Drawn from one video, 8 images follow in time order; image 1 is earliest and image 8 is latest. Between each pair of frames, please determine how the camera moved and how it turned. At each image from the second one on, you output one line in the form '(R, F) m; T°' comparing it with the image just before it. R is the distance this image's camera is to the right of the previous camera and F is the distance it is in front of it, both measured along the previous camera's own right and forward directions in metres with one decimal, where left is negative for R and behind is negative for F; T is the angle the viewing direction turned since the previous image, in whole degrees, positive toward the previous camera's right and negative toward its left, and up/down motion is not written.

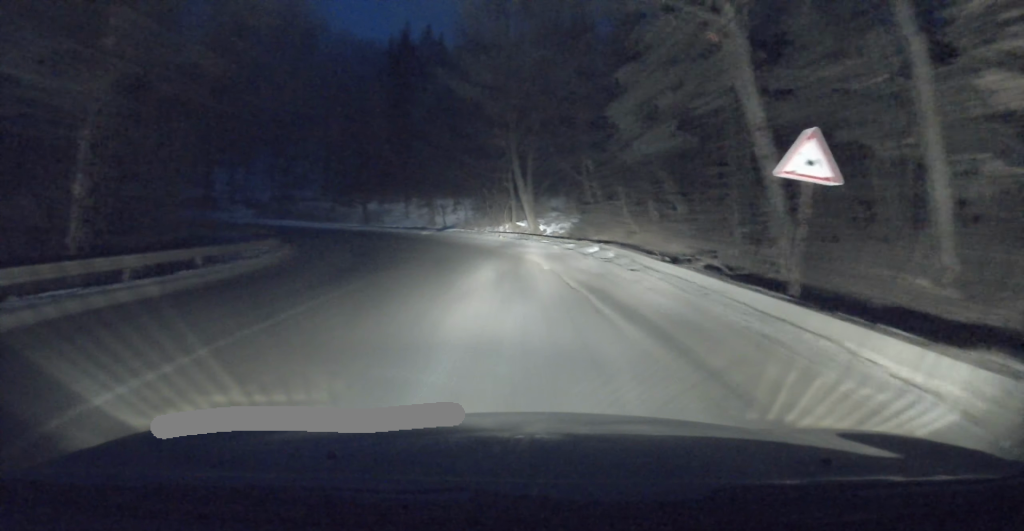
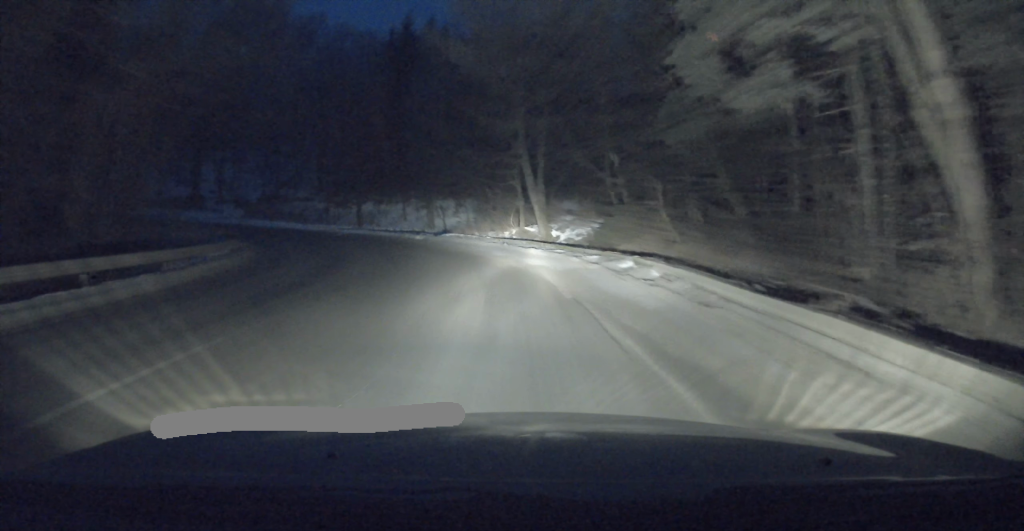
(-0.1, +5.2) m; -2°
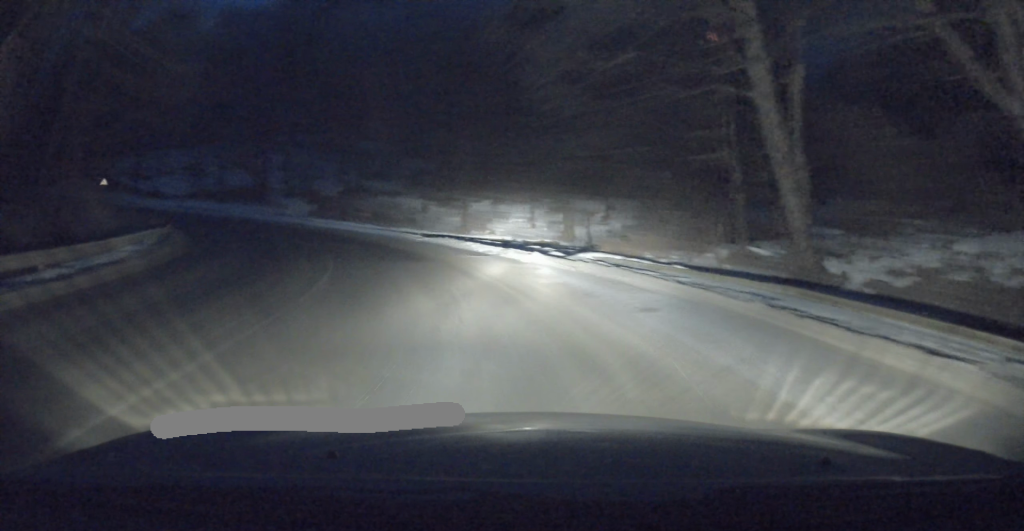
(-1.2, +17.2) m; -13°
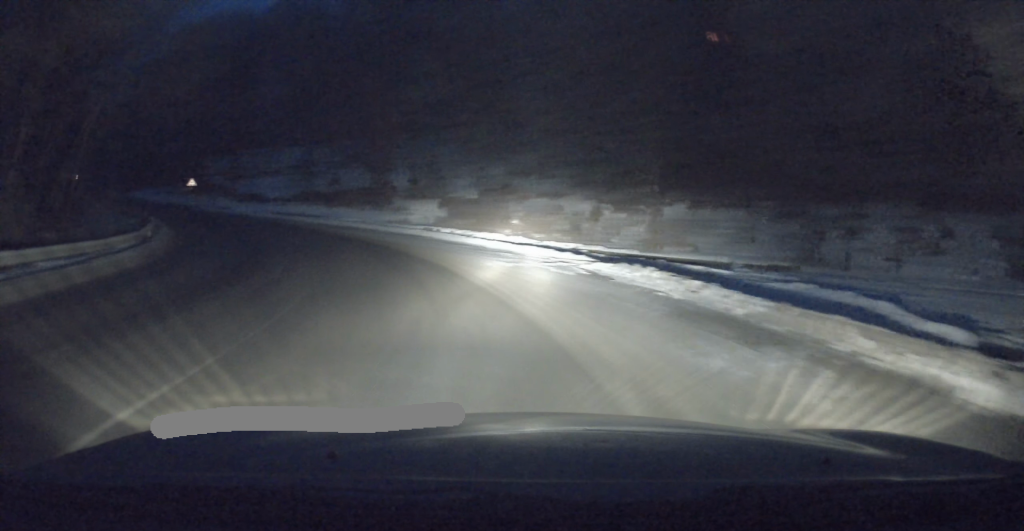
(-2.0, +13.2) m; -16°
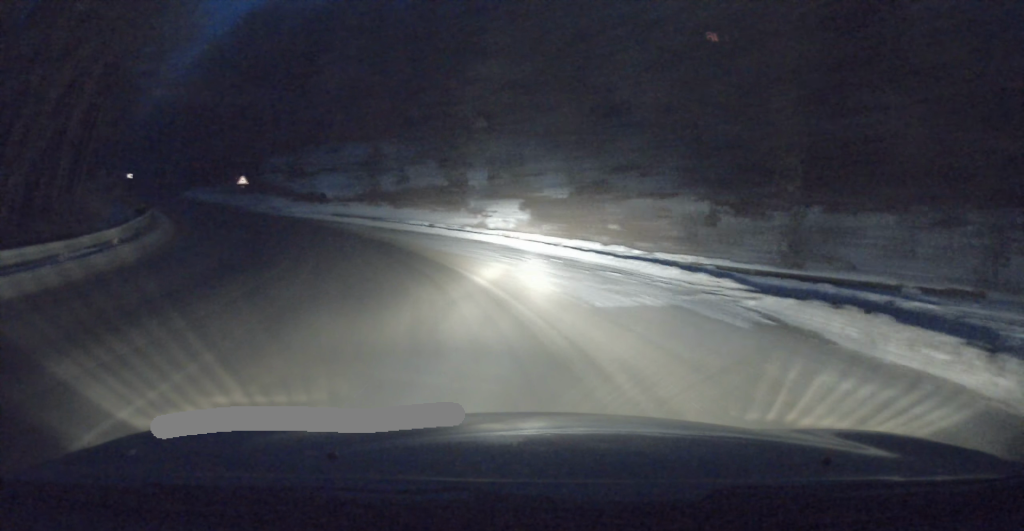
(-0.3, +6.5) m; -6°
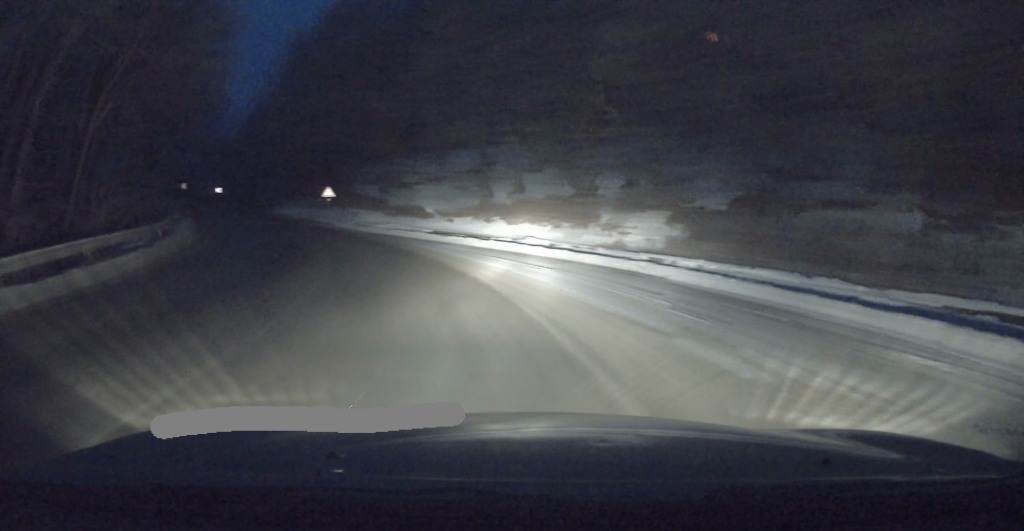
(-0.6, +8.2) m; -10°
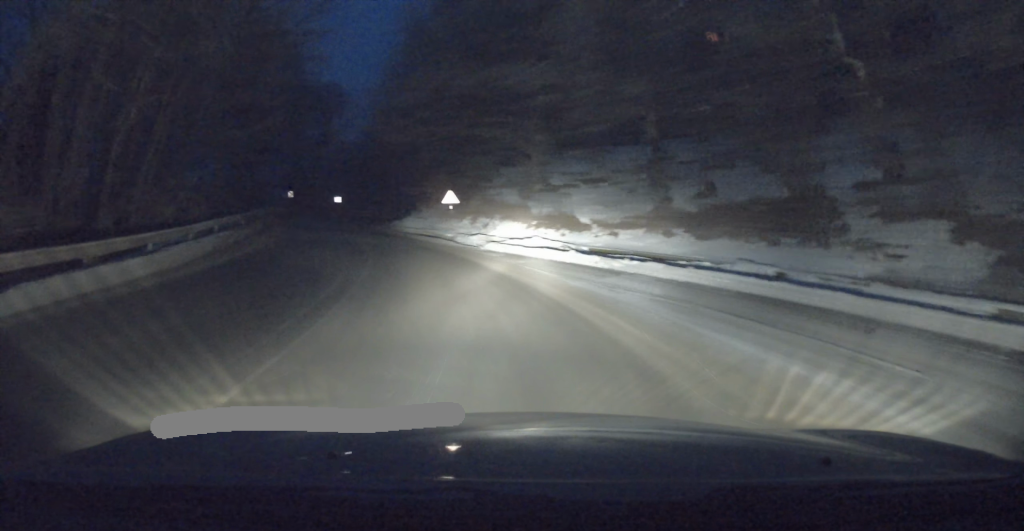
(-1.4, +11.0) m; -13°
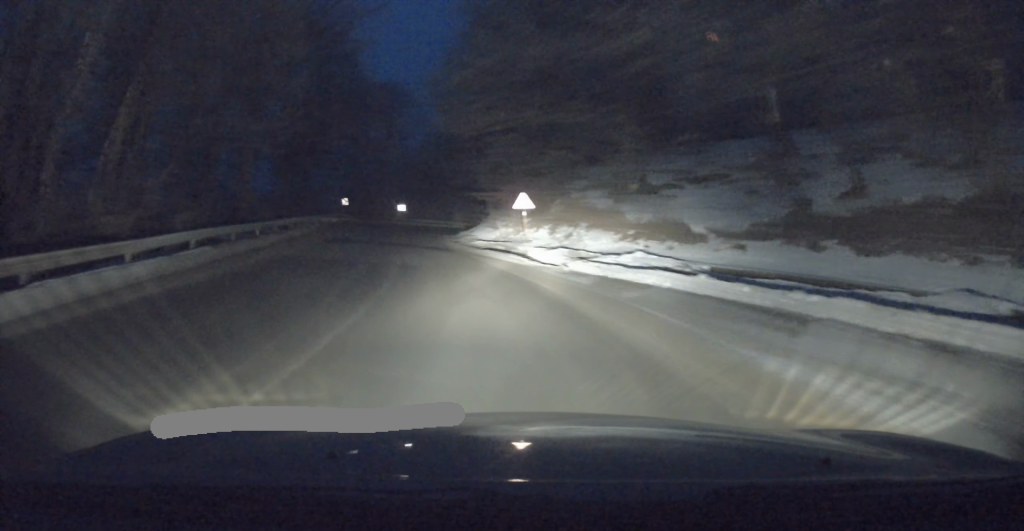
(-0.4, +7.3) m; -6°
